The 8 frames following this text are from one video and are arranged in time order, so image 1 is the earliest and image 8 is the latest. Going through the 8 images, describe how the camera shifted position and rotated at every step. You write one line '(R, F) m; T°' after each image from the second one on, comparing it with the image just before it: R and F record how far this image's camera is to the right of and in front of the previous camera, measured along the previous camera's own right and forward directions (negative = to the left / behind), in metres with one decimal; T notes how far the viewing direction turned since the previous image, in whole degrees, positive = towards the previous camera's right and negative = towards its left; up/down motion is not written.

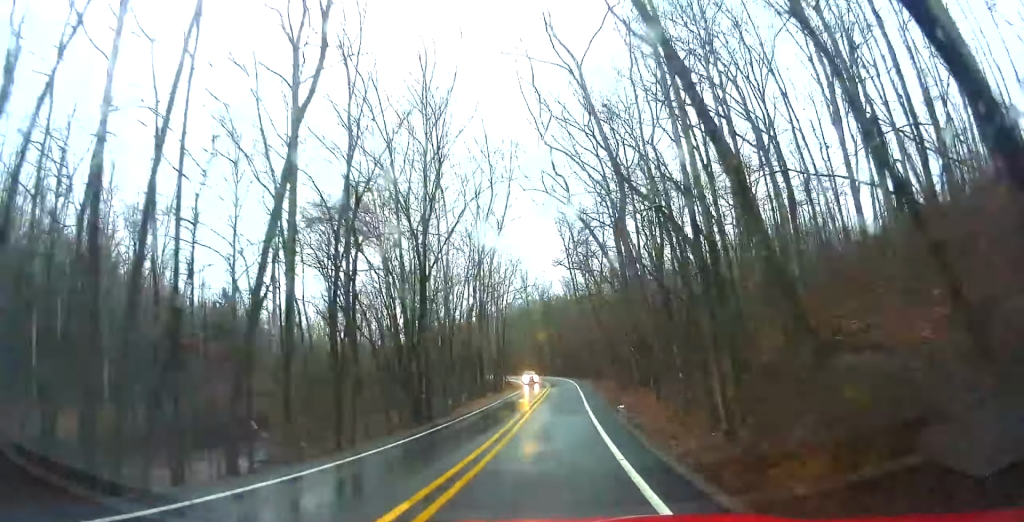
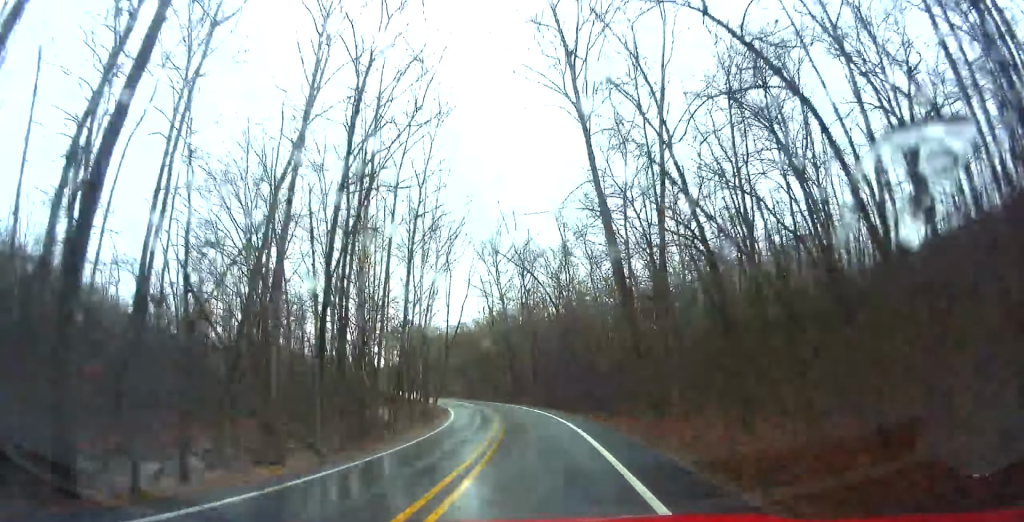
(+4.9, +55.2) m; +4°
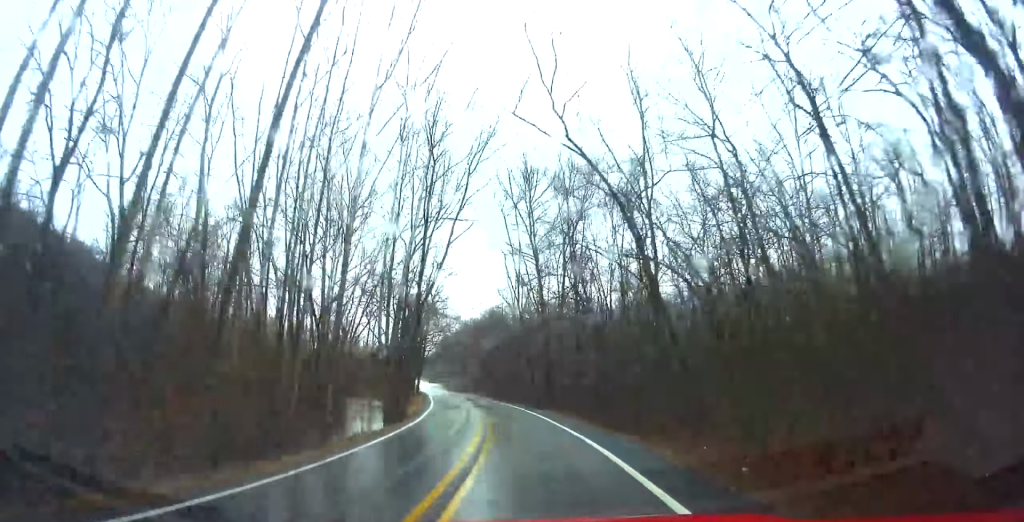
(+0.2, +25.3) m; -1°
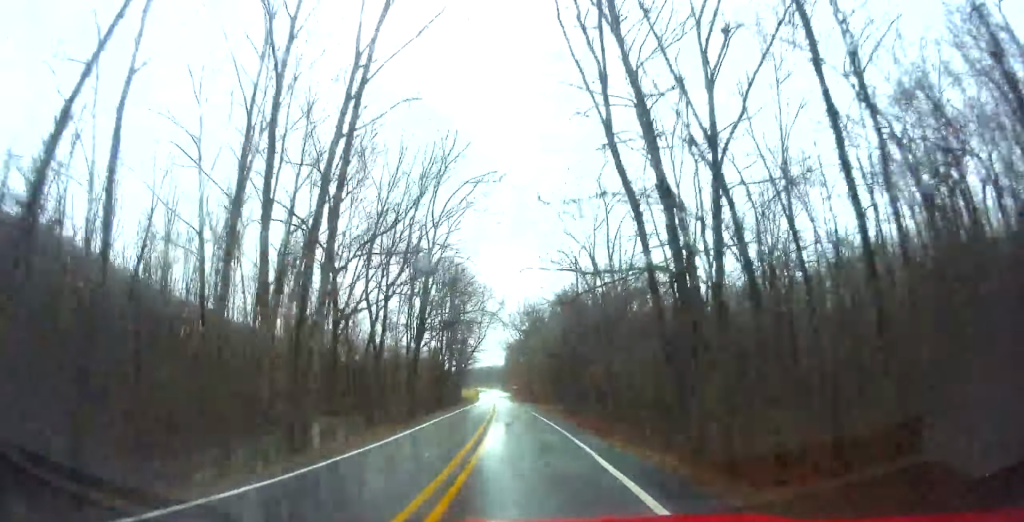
(-0.2, +34.3) m; -3°
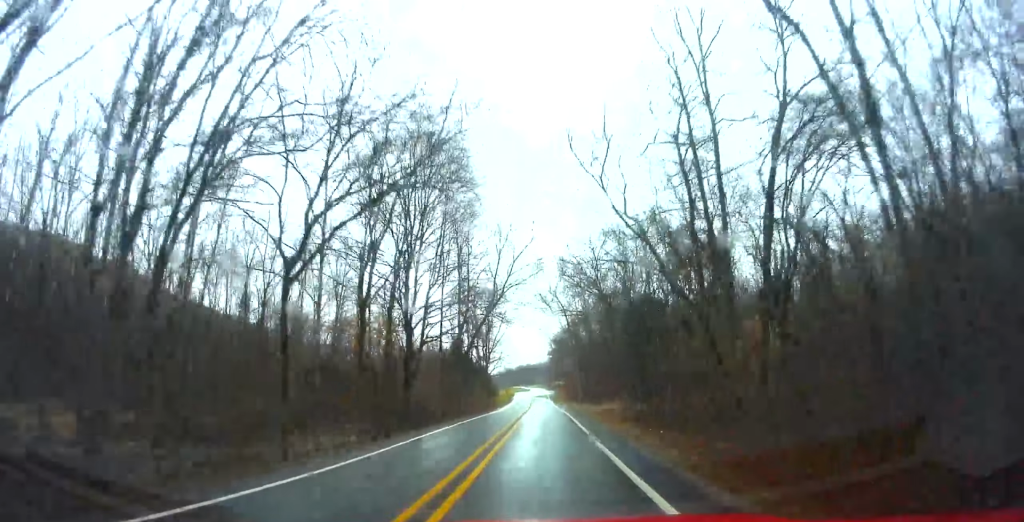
(-0.5, +33.0) m; -4°
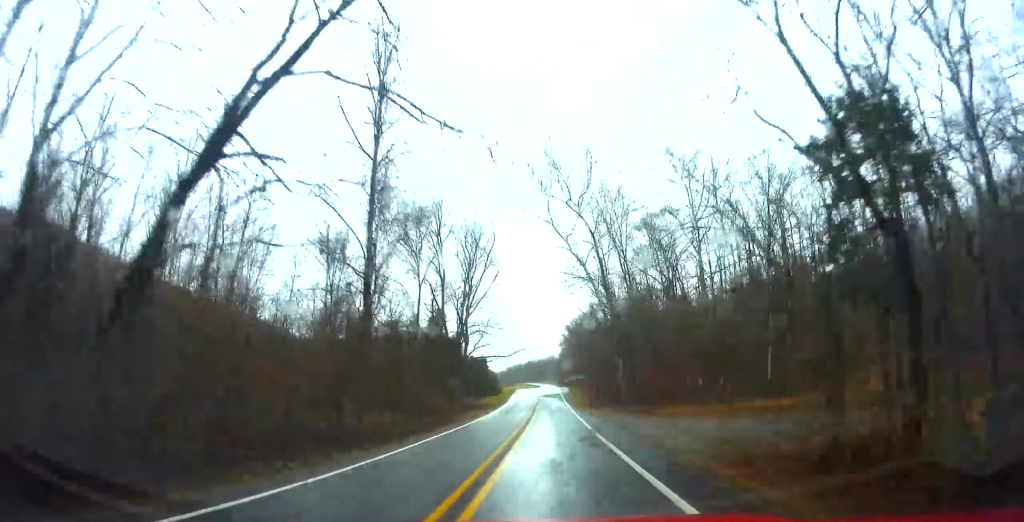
(-1.1, +35.9) m; -4°
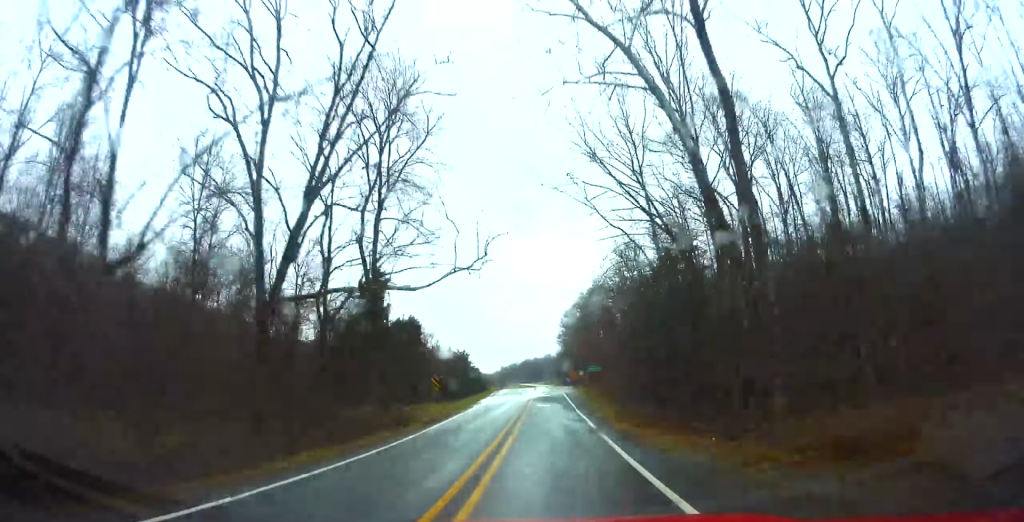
(-2.3, +32.3) m; -3°
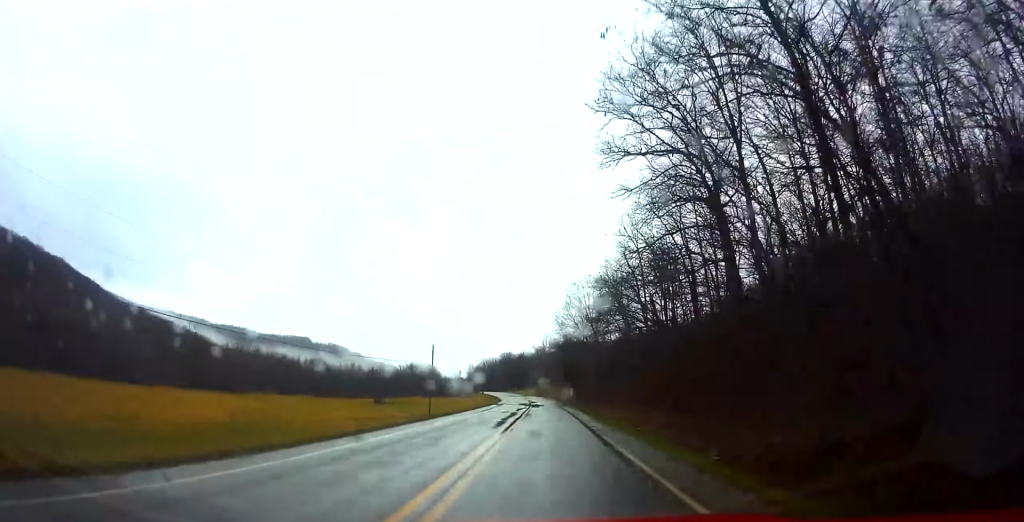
(-6.5, +201.6) m; -2°
